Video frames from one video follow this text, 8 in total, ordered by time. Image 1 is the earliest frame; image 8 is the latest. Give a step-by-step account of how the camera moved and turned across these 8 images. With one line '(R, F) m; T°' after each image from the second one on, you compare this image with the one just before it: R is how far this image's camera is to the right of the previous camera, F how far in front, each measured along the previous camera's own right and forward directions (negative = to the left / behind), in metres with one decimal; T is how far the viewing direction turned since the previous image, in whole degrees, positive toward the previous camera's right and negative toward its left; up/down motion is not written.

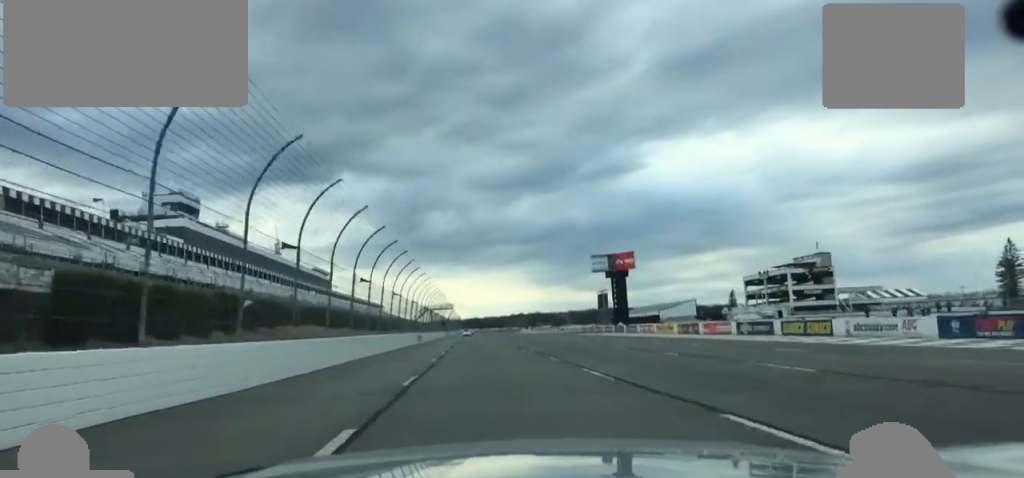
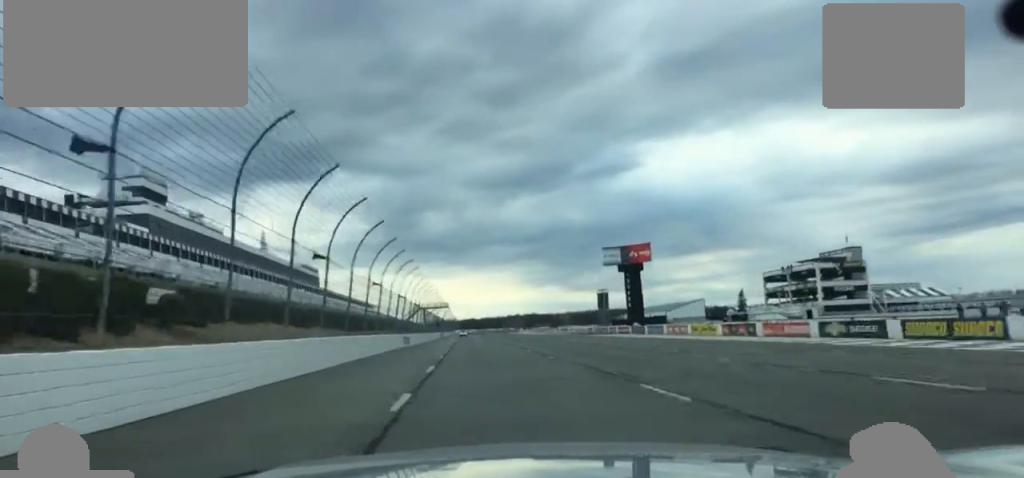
(-0.1, +18.2) m; 0°
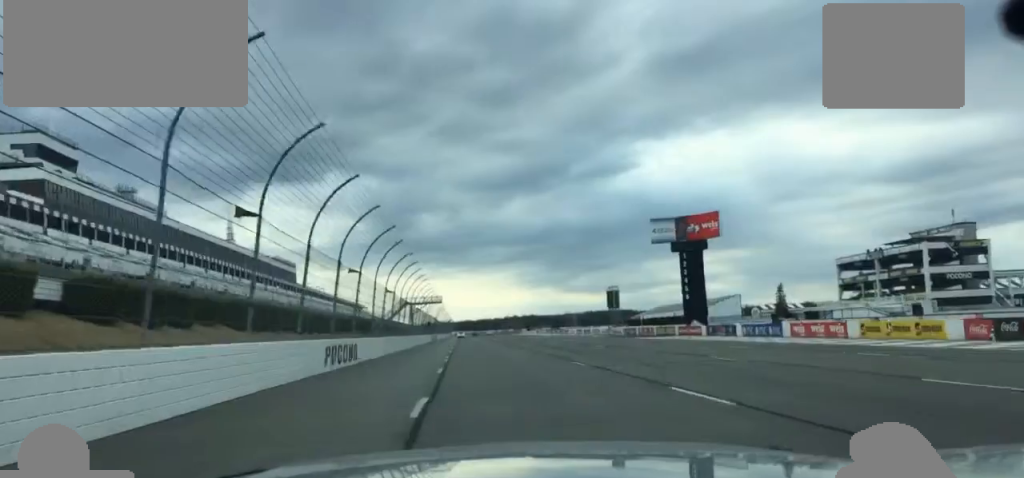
(+0.1, +38.4) m; +1°
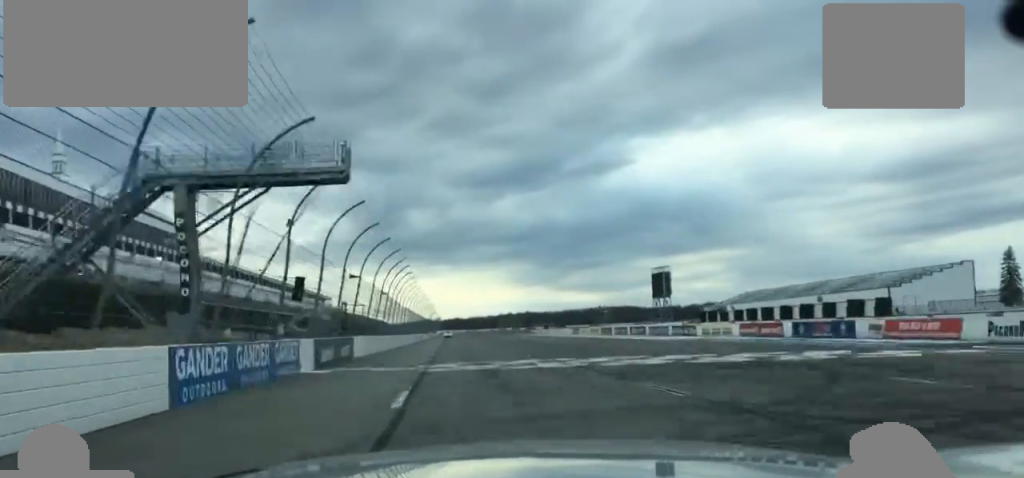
(+1.9, +110.1) m; +2°
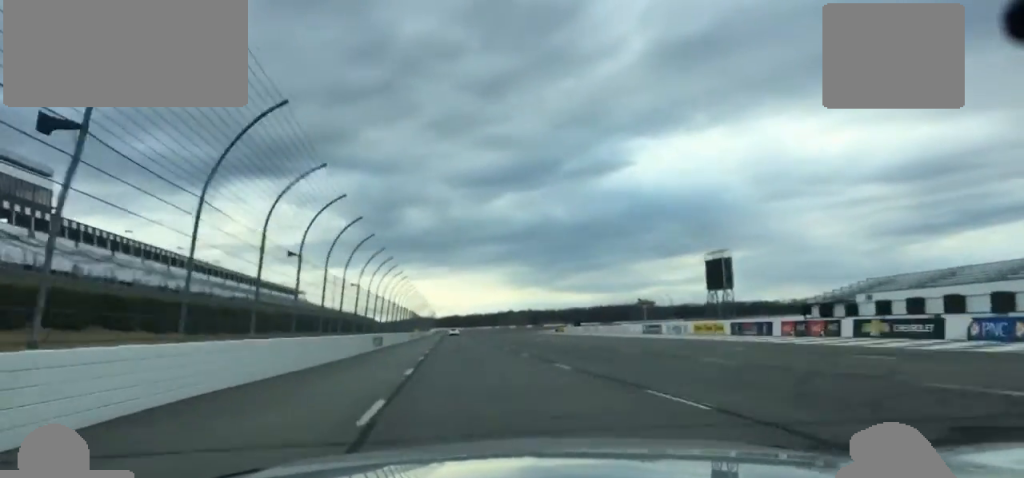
(-0.1, +62.1) m; -1°
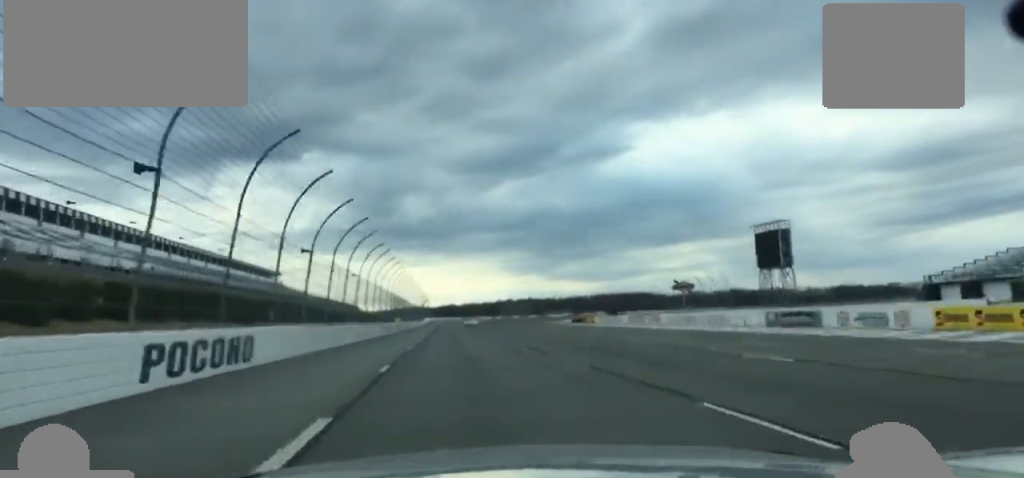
(-0.2, +37.8) m; -1°
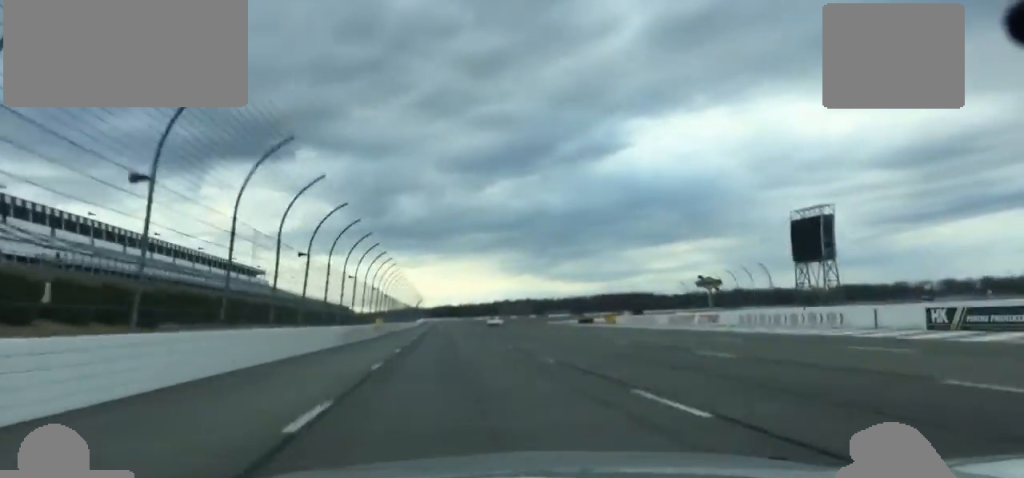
(-0.2, +20.3) m; 0°
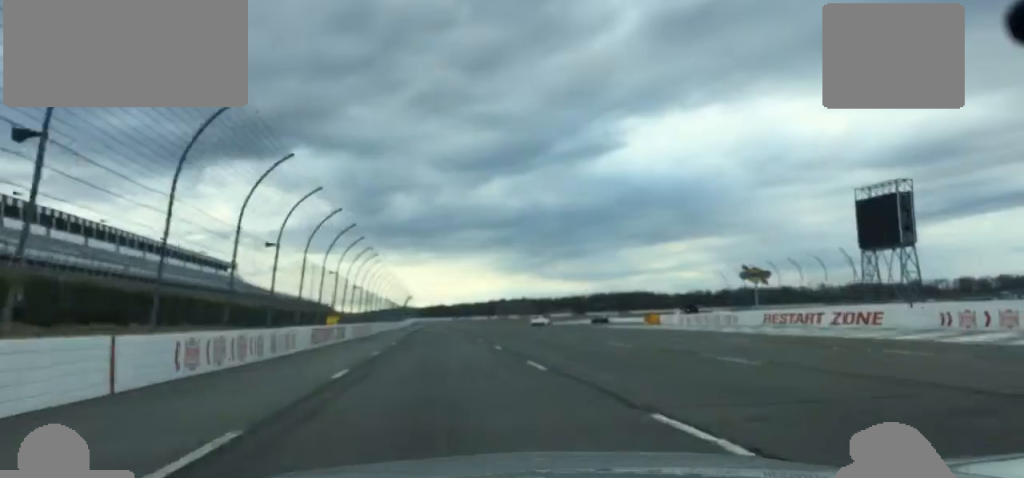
(-0.1, +27.2) m; +1°
